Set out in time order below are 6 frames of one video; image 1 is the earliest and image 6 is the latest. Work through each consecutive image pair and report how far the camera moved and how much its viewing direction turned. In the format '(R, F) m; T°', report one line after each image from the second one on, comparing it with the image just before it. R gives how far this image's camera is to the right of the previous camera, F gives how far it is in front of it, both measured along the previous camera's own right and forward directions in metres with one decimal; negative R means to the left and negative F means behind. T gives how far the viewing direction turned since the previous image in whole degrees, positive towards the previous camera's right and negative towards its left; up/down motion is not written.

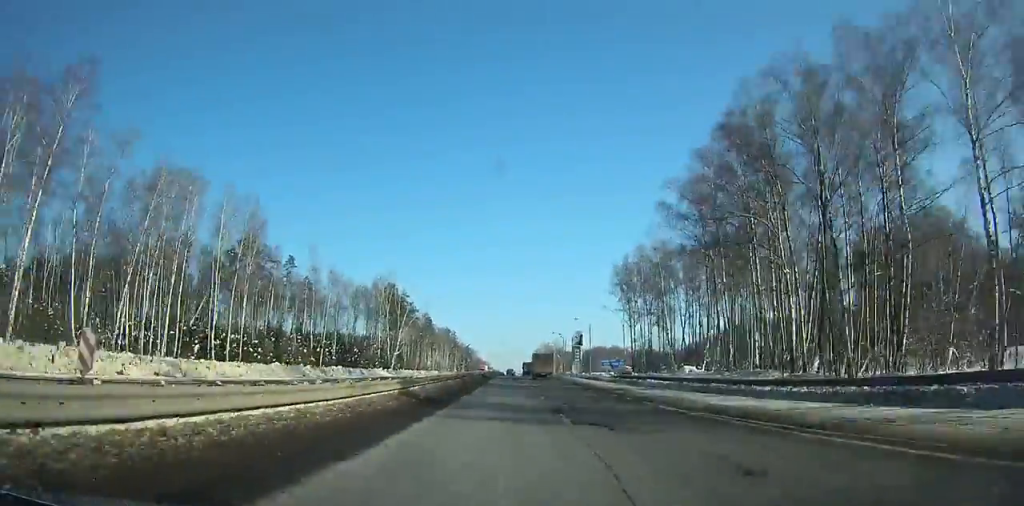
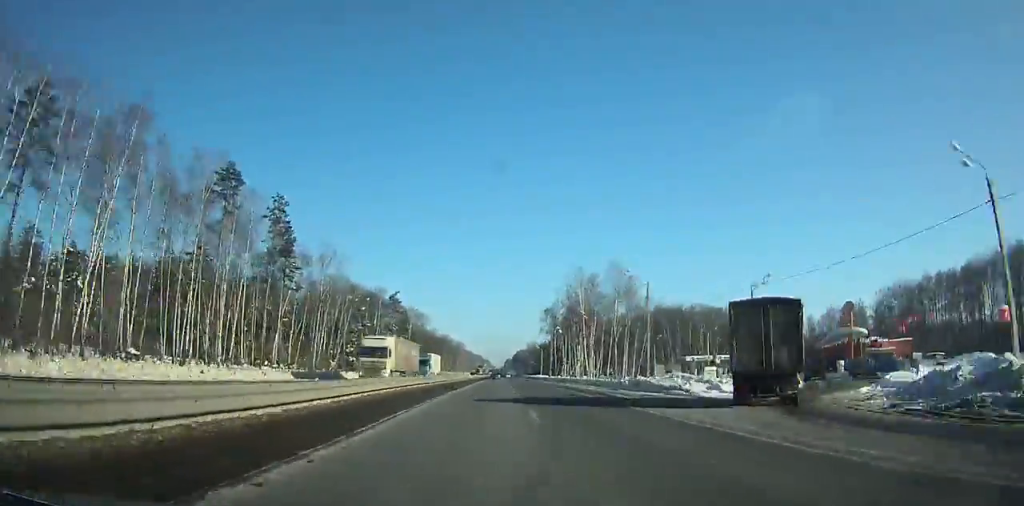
(-1.6, +251.7) m; 0°
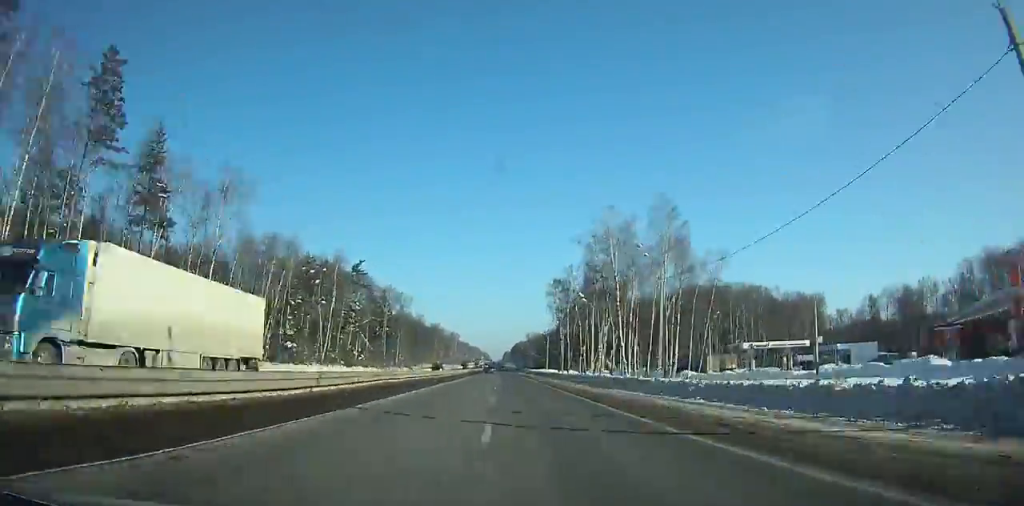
(-0.2, +38.9) m; 0°
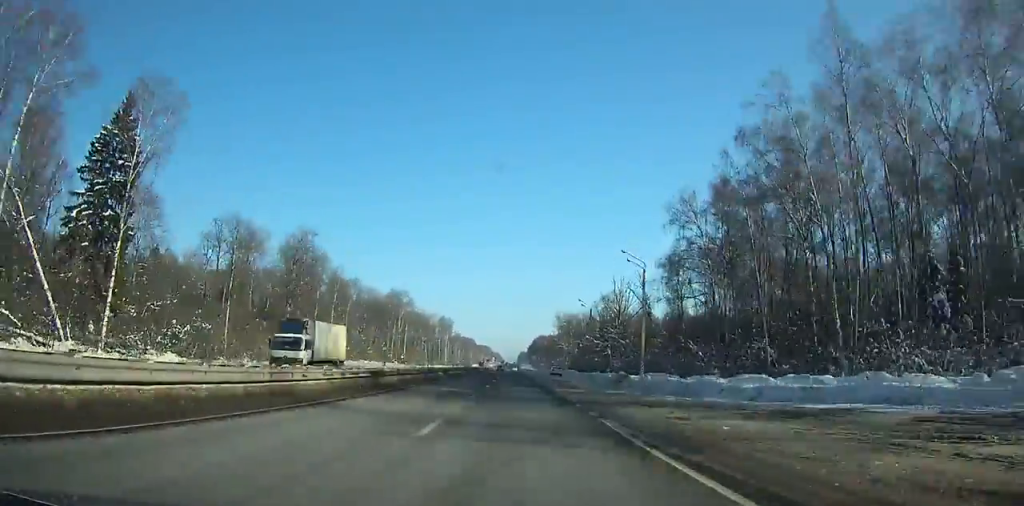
(-1.2, +153.2) m; -2°
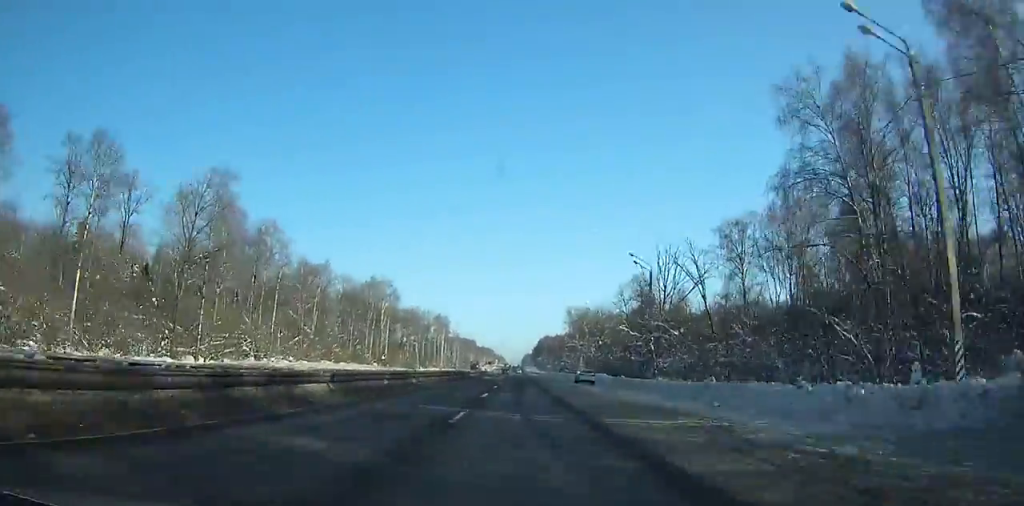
(+0.3, +34.5) m; -1°
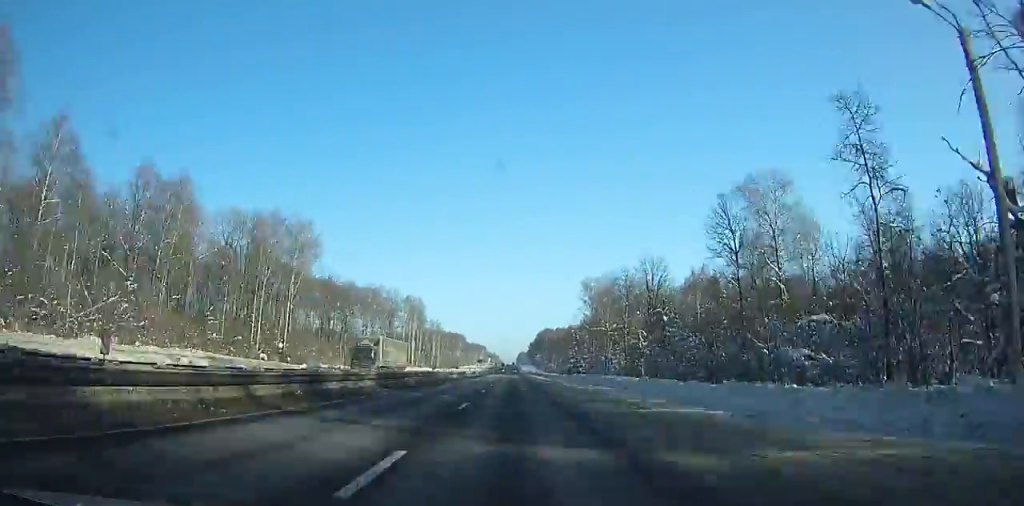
(-3.1, +67.5) m; +2°
